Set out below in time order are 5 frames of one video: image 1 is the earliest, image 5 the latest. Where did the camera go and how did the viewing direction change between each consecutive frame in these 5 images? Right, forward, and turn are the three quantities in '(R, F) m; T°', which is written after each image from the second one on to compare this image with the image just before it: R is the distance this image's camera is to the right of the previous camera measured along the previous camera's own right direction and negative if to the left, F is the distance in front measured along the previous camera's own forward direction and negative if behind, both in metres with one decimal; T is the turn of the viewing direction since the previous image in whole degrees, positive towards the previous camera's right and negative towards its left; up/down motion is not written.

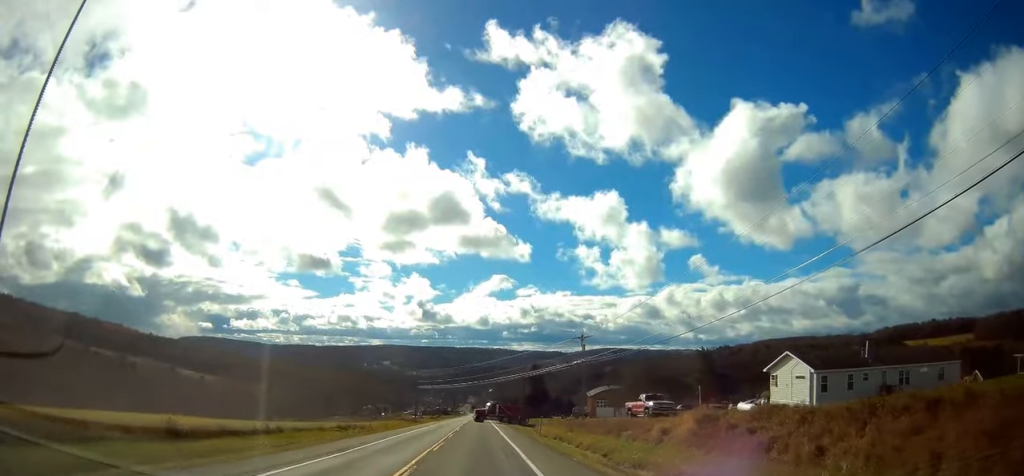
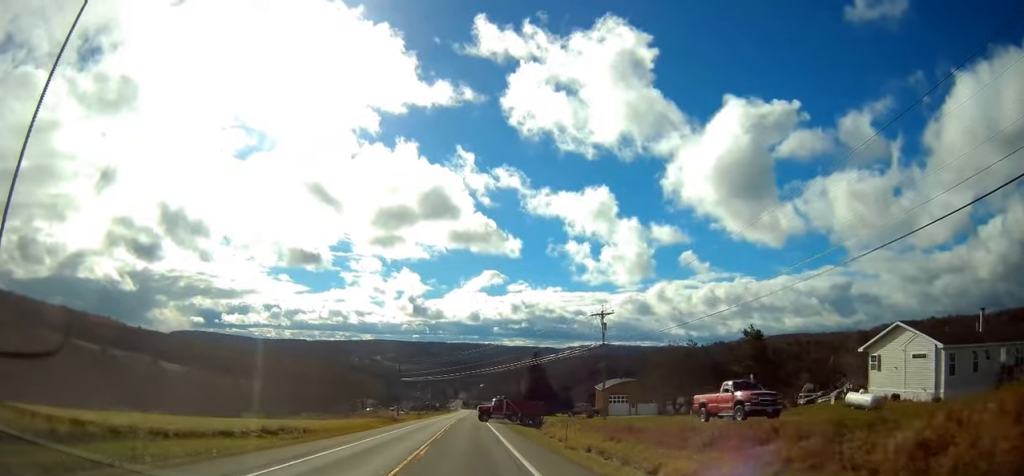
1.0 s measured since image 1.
(-0.1, +15.5) m; 0°
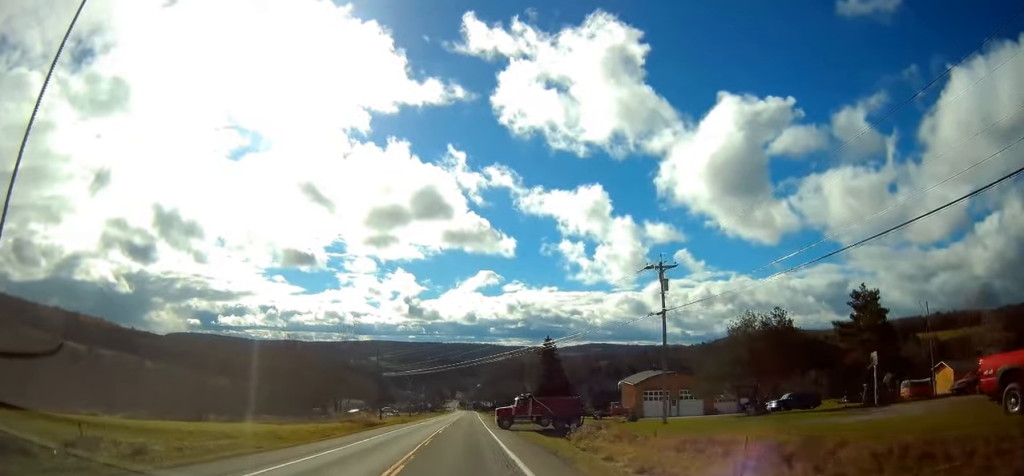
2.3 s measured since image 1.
(0.0, +19.4) m; +1°
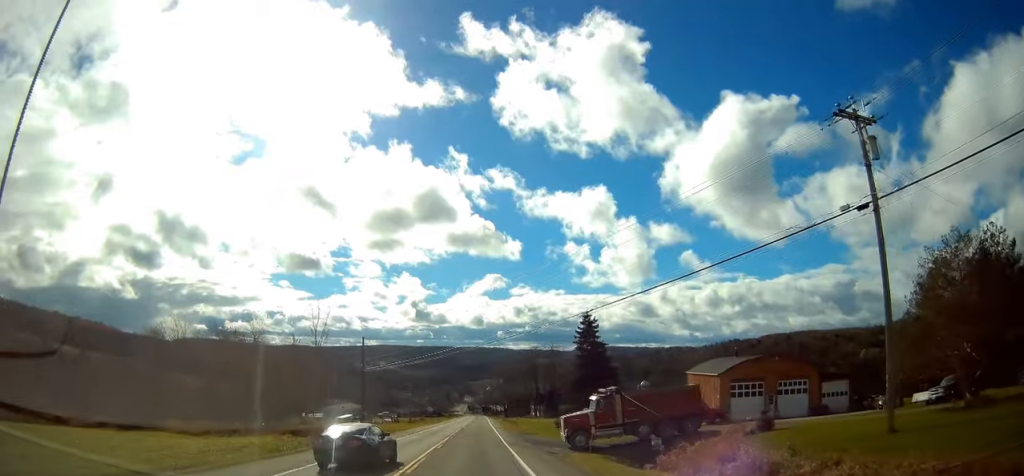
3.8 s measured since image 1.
(+0.1, +21.2) m; -1°
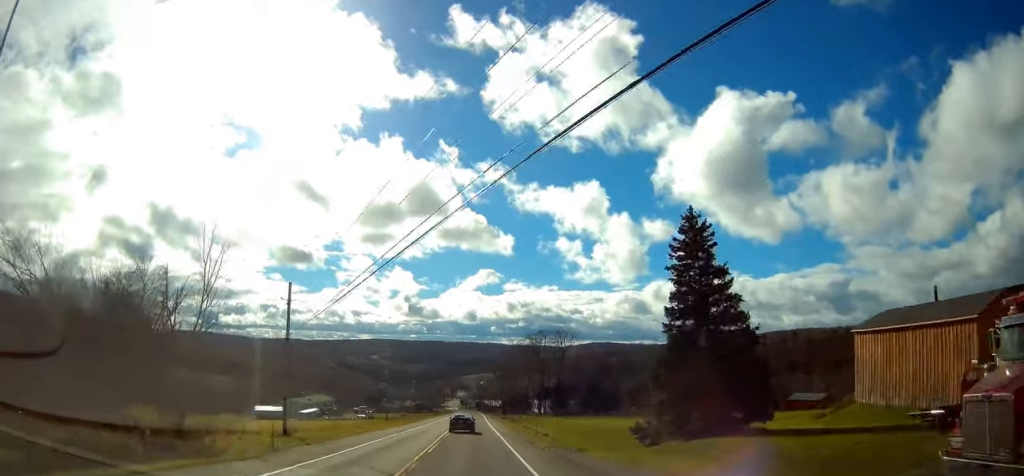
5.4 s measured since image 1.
(0.0, +26.5) m; +1°
